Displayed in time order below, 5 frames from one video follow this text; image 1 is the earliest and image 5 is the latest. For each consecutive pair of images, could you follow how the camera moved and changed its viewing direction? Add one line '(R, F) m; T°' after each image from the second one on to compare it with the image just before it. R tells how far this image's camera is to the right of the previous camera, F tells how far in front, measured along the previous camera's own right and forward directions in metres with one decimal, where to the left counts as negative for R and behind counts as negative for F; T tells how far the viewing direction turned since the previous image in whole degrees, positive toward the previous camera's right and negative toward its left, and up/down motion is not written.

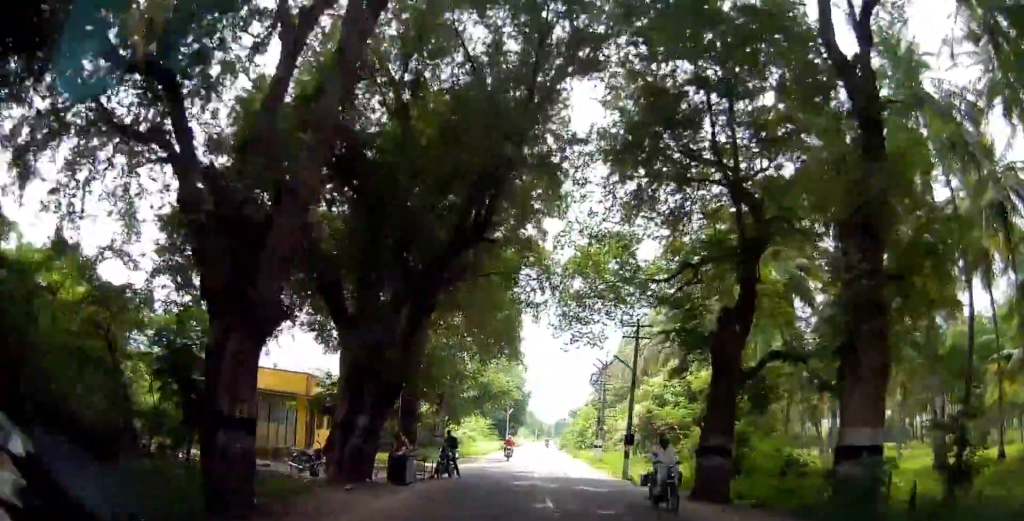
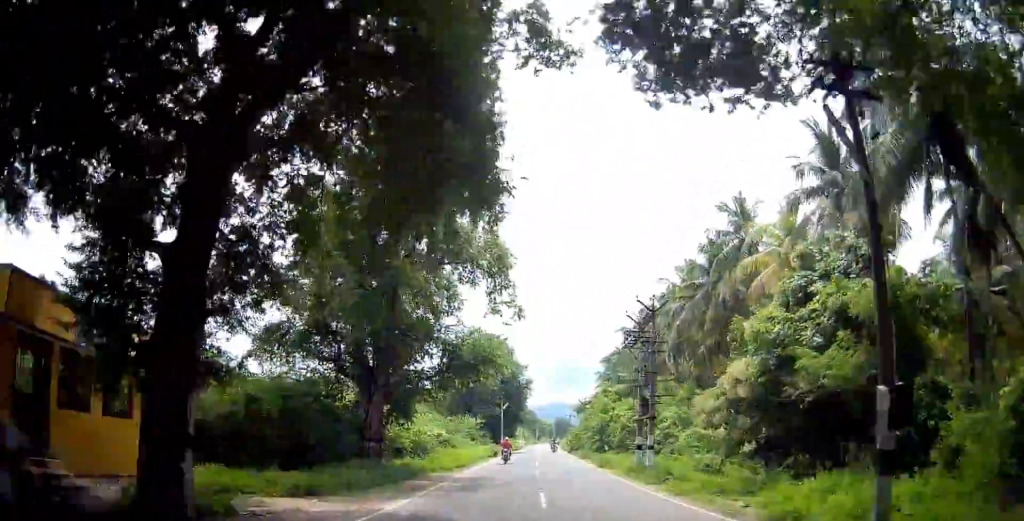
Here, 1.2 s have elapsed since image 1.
(+0.1, +17.6) m; +1°
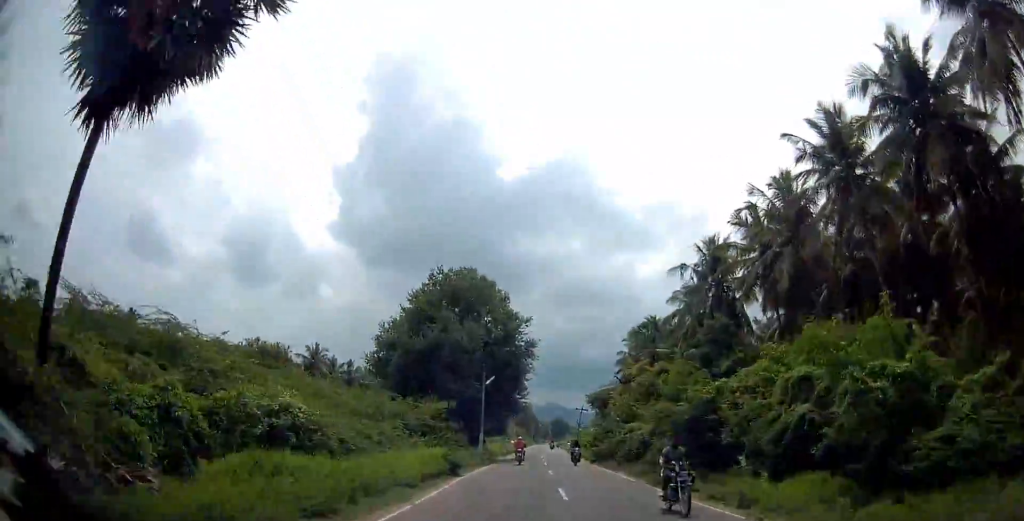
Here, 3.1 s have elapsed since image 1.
(-0.2, +27.7) m; +1°
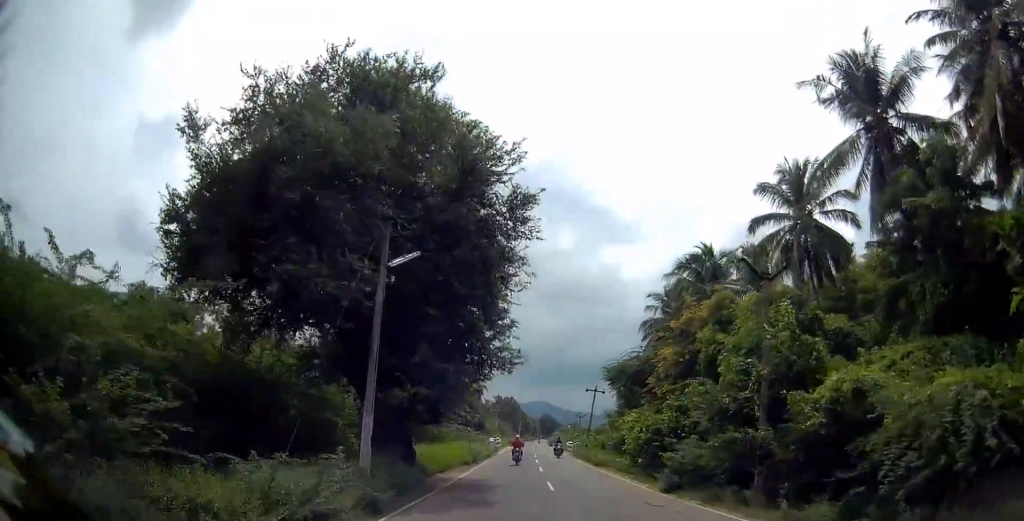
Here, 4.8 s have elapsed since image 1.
(+0.6, +25.7) m; +2°
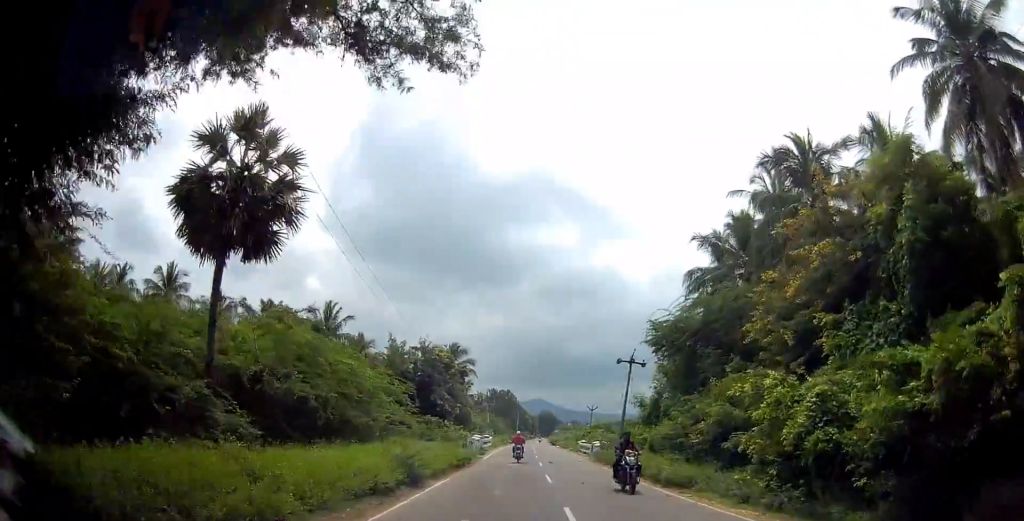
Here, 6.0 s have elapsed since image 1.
(+0.2, +17.8) m; 0°
